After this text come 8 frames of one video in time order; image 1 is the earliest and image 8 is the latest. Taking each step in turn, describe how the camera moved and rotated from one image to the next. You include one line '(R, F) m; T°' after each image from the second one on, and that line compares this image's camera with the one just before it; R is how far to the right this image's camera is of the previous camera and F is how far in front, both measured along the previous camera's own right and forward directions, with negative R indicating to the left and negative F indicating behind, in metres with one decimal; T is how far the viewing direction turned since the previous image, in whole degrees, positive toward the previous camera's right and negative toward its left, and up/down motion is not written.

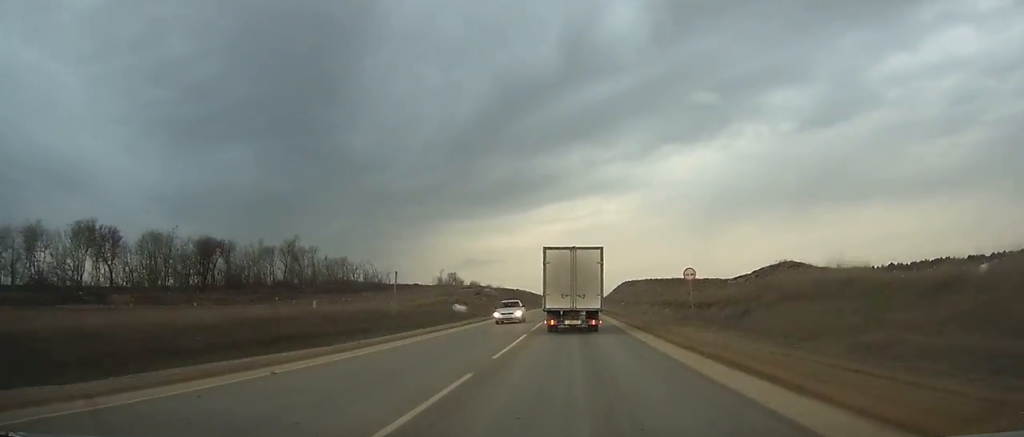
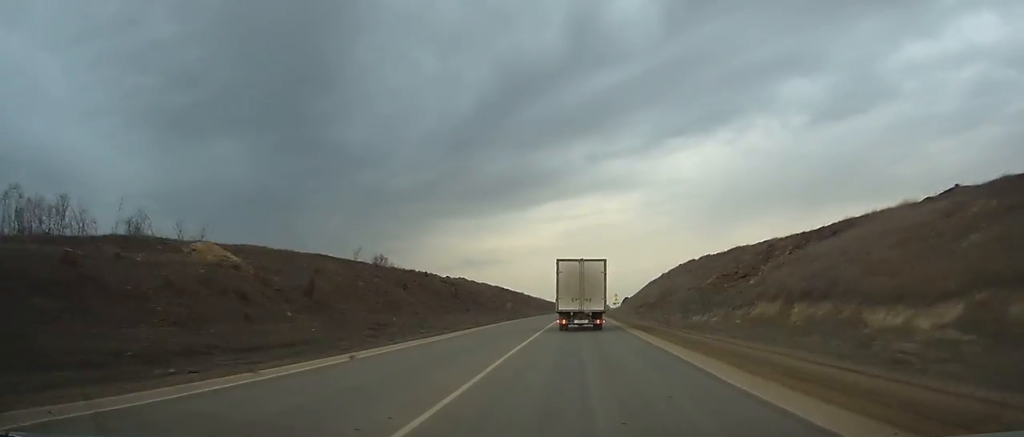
(+0.4, +102.0) m; +1°
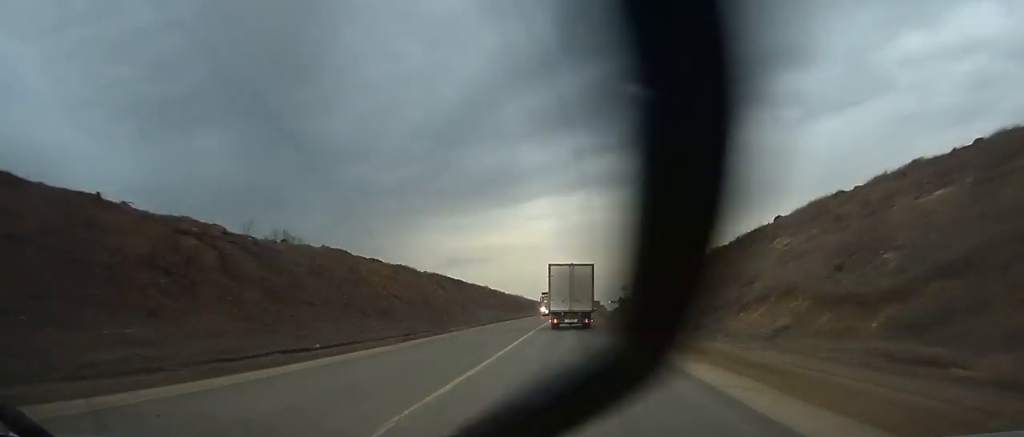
(+0.4, +46.4) m; +1°
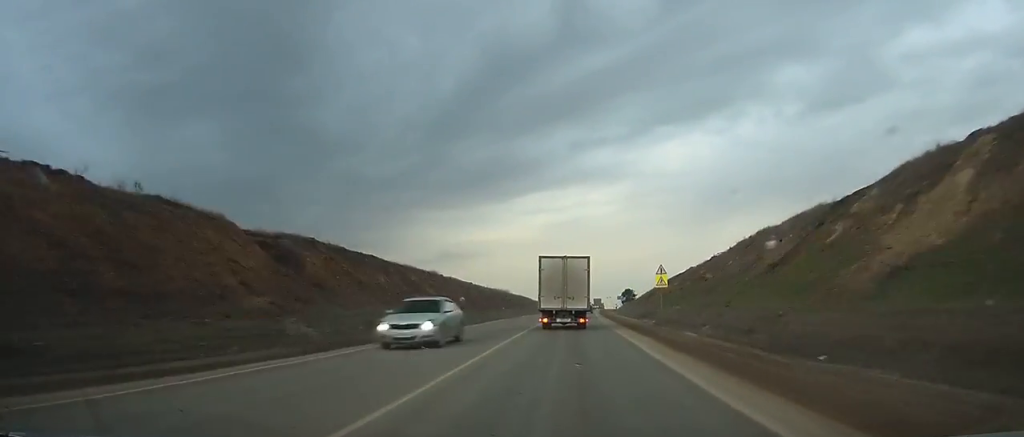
(+0.2, +36.0) m; 0°
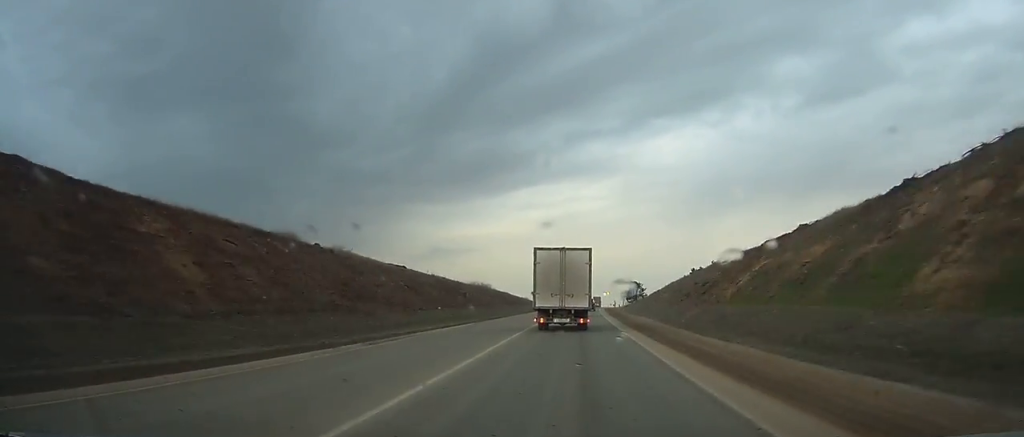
(0.0, +37.2) m; 0°
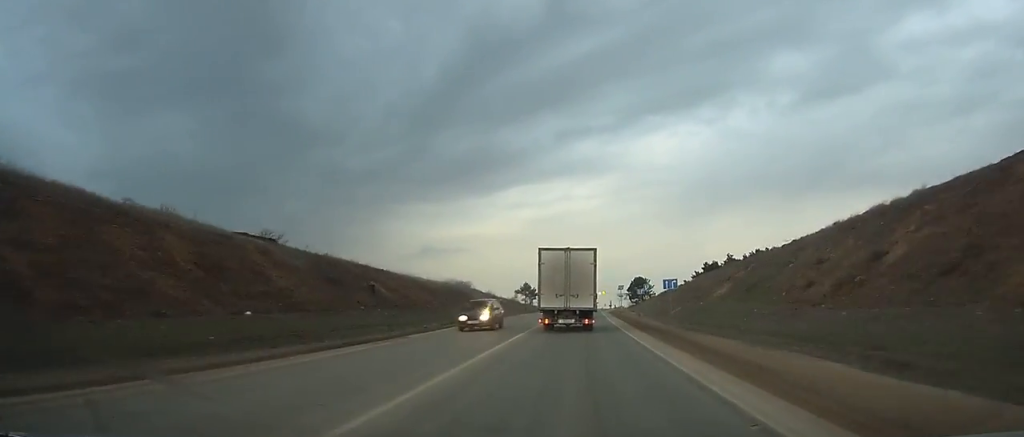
(-0.1, +29.9) m; +1°
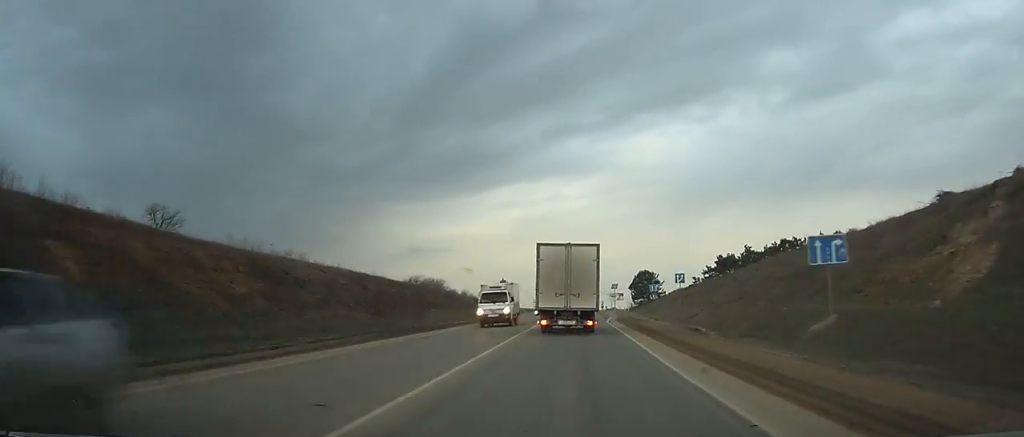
(+0.4, +27.0) m; +1°
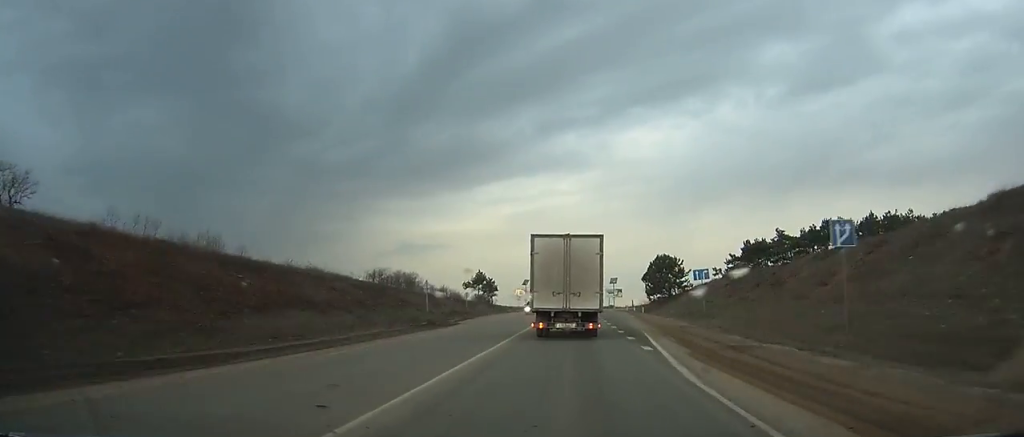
(+0.2, +25.8) m; +1°
